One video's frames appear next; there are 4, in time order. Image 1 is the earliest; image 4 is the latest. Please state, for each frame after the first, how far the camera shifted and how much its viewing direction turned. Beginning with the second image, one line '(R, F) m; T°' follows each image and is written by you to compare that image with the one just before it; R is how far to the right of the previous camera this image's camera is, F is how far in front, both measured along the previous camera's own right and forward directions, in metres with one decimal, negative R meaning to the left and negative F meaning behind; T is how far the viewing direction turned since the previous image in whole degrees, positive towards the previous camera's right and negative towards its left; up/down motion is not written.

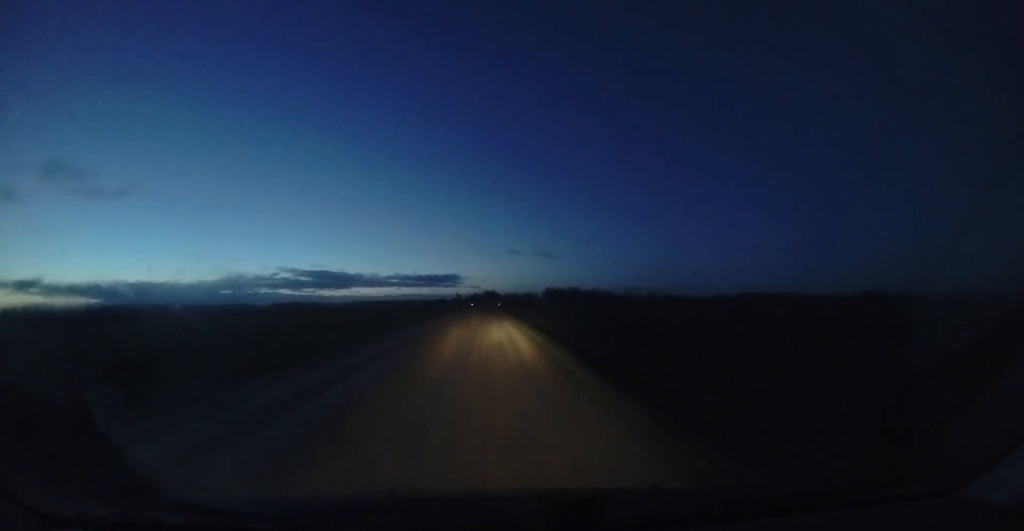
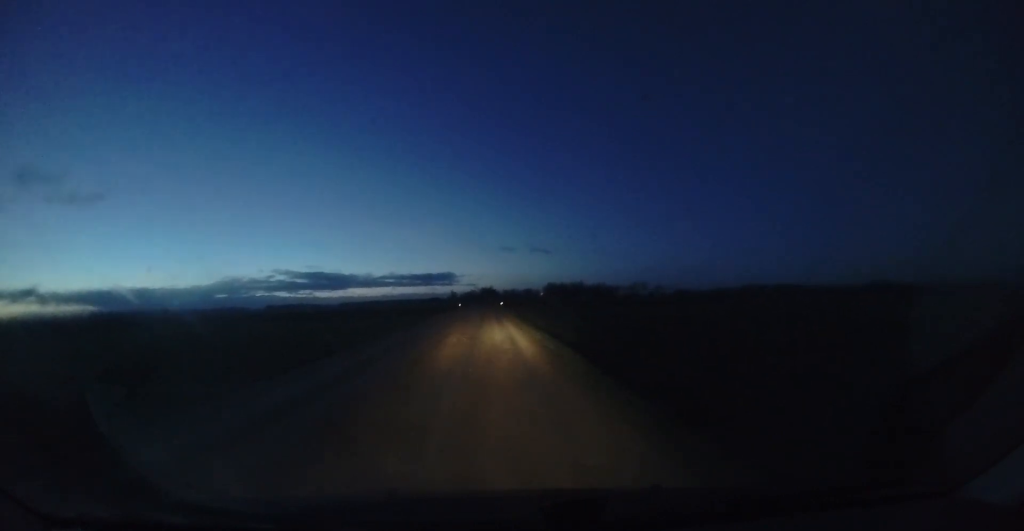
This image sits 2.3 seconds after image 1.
(+0.6, +39.3) m; +1°
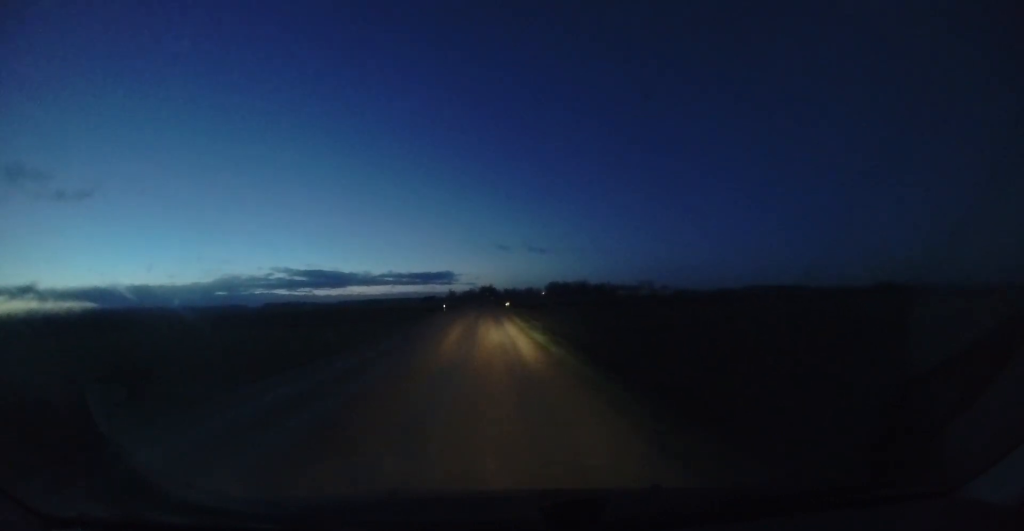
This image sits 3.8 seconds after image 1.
(0.0, +24.4) m; -1°
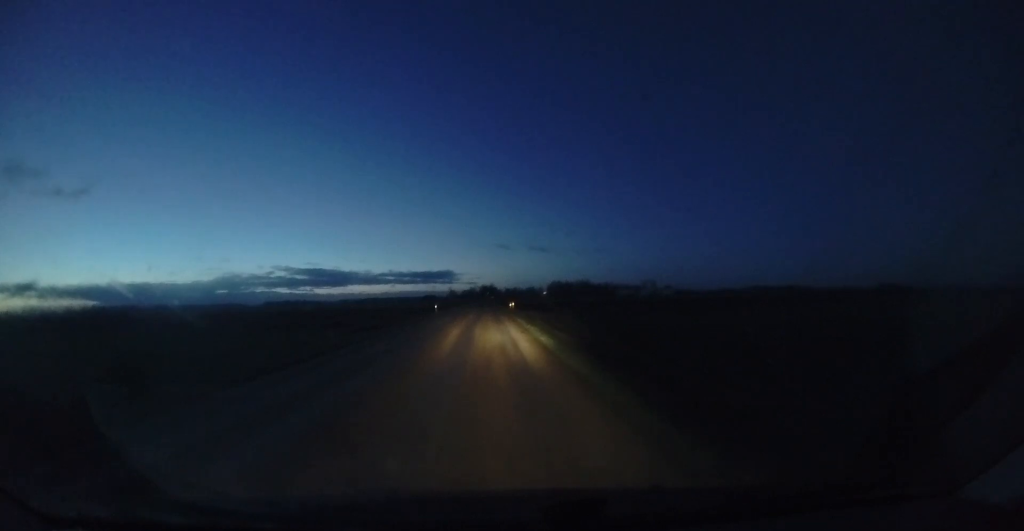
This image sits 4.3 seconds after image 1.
(-0.1, +8.3) m; 0°
